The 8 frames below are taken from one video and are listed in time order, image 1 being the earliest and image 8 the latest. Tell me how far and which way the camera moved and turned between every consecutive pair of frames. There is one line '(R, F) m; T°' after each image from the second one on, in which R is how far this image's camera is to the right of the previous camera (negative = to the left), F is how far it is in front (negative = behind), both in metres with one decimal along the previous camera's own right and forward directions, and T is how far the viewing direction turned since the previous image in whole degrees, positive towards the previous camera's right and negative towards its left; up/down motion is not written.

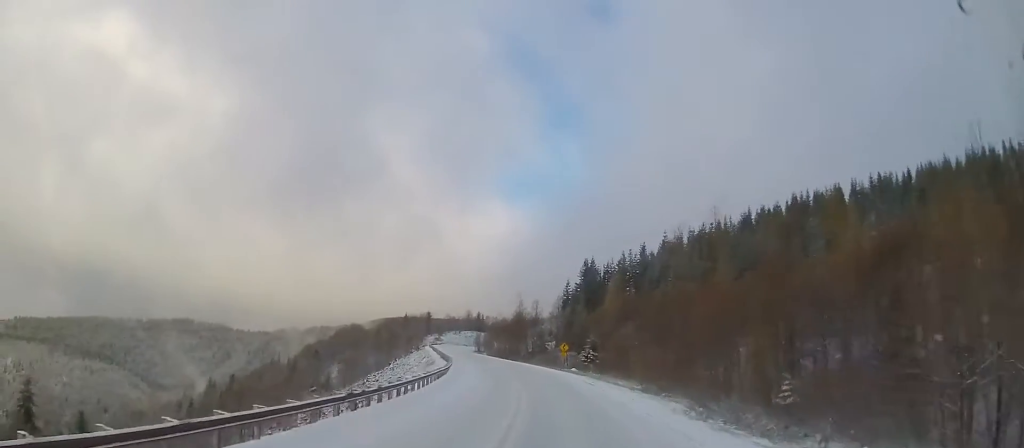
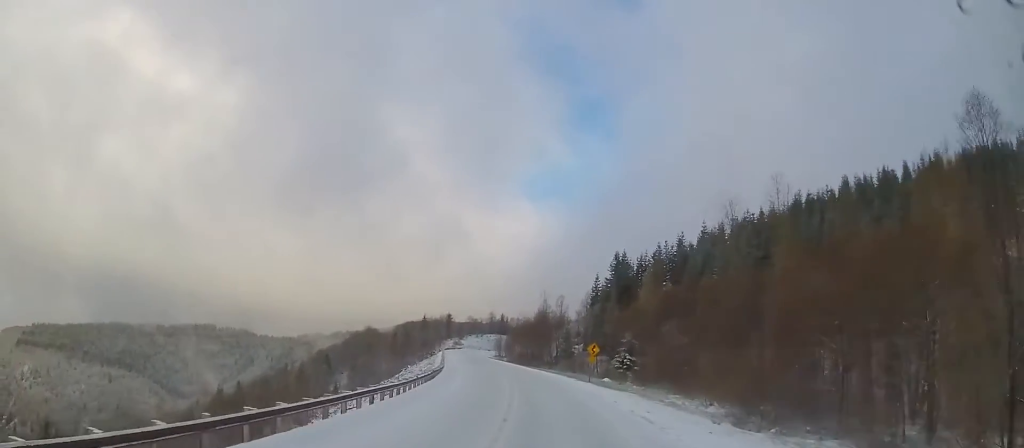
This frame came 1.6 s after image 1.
(-0.9, +19.3) m; -6°
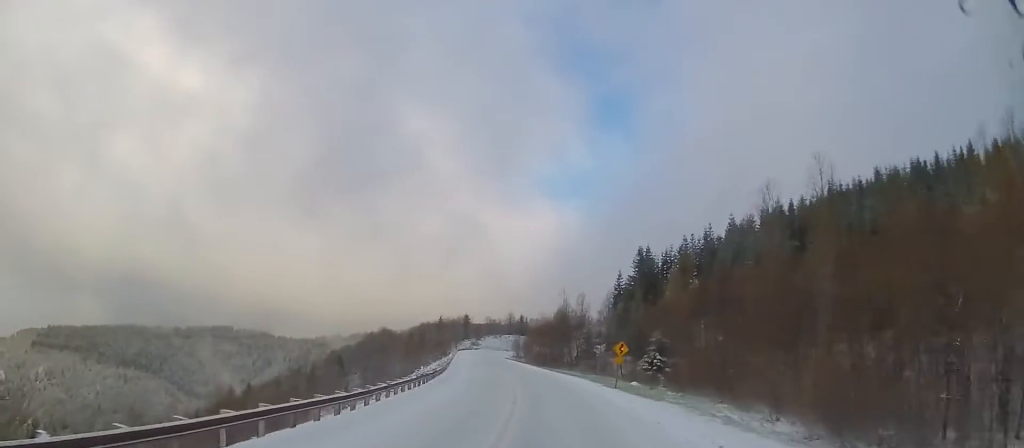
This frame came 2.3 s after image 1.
(-0.2, +9.0) m; -1°
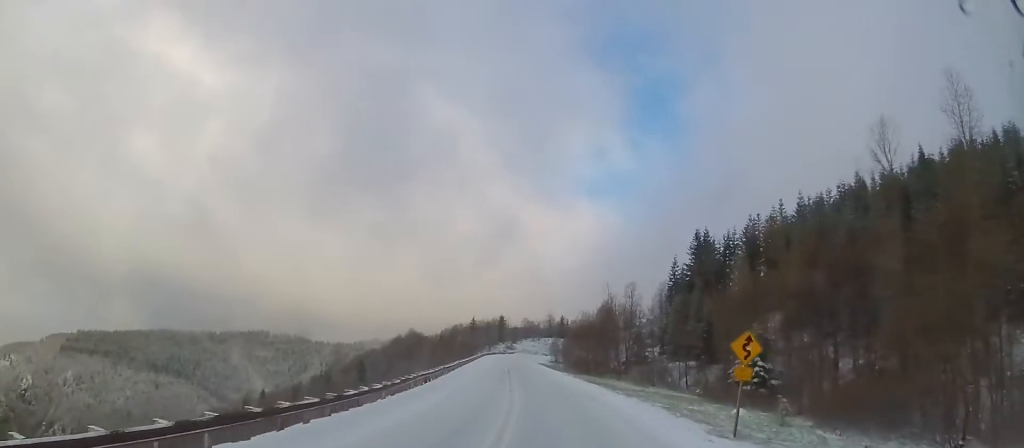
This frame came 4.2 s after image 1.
(0.0, +23.5) m; -1°
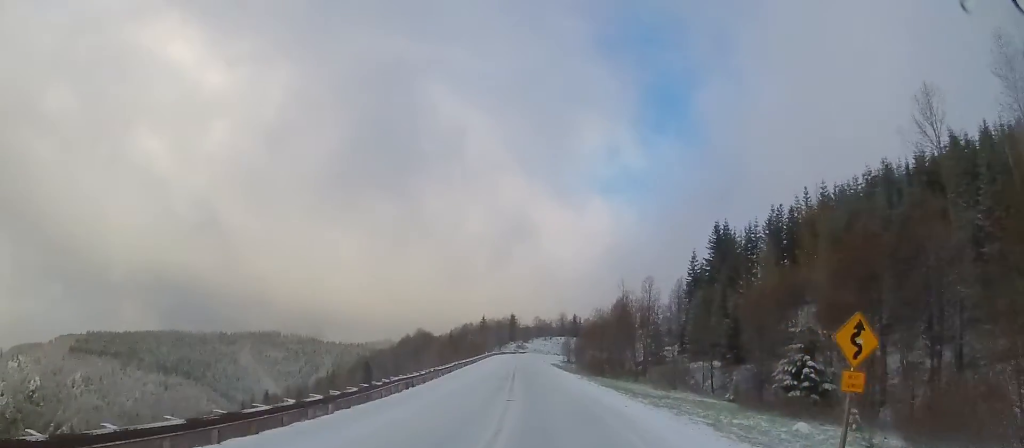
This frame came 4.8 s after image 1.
(+0.1, +7.3) m; -2°
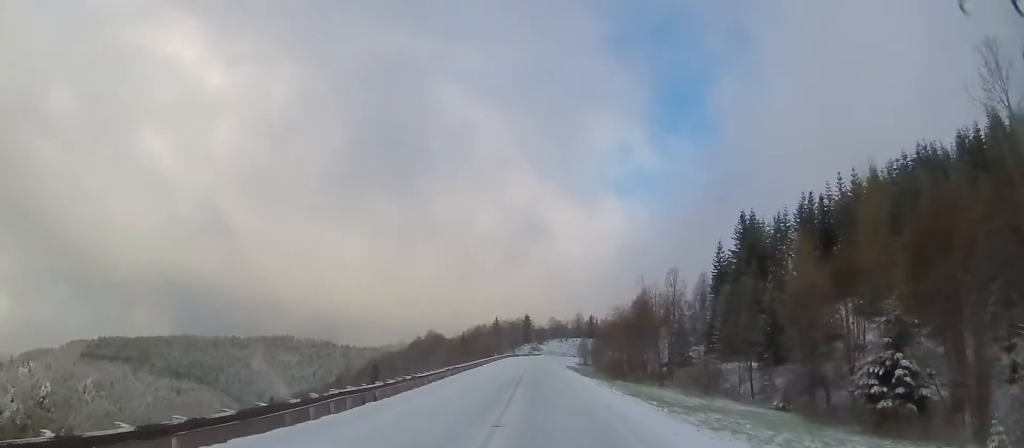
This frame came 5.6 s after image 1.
(-0.5, +9.6) m; -3°
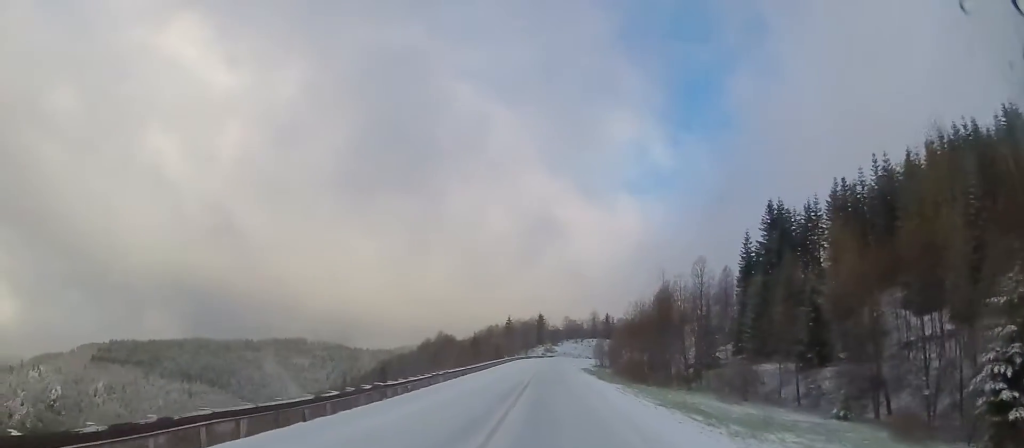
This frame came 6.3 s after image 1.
(-0.2, +8.9) m; -2°
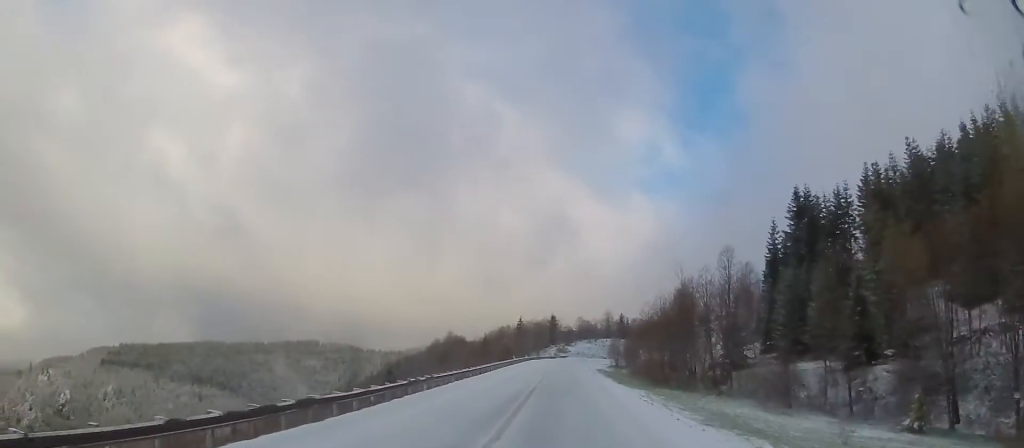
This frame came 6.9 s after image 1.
(0.0, +8.1) m; -1°
